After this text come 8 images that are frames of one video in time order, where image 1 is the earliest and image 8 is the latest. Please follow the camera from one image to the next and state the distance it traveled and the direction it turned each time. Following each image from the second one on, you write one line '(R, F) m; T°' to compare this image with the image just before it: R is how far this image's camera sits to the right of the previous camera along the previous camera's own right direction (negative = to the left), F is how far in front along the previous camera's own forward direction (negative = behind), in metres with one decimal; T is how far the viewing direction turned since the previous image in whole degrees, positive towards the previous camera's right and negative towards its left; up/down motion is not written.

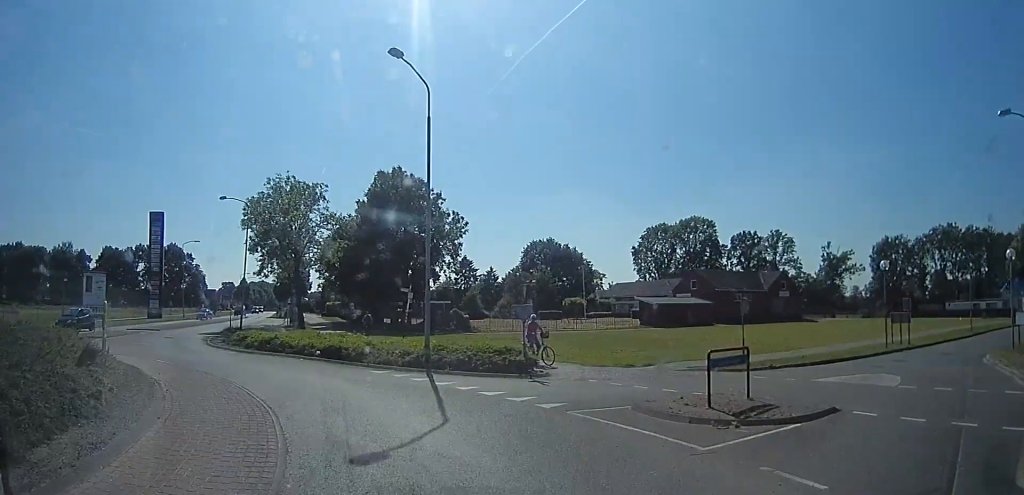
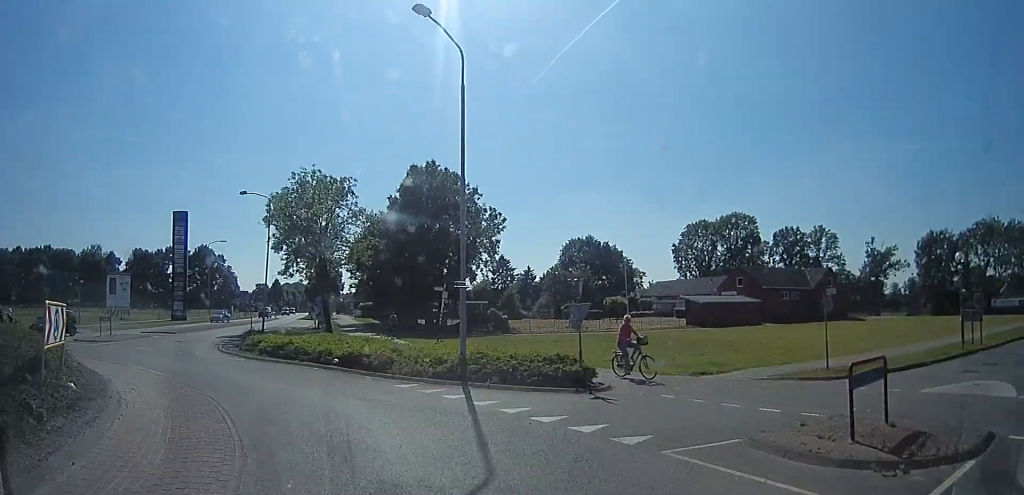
(-0.5, +2.9) m; -9°
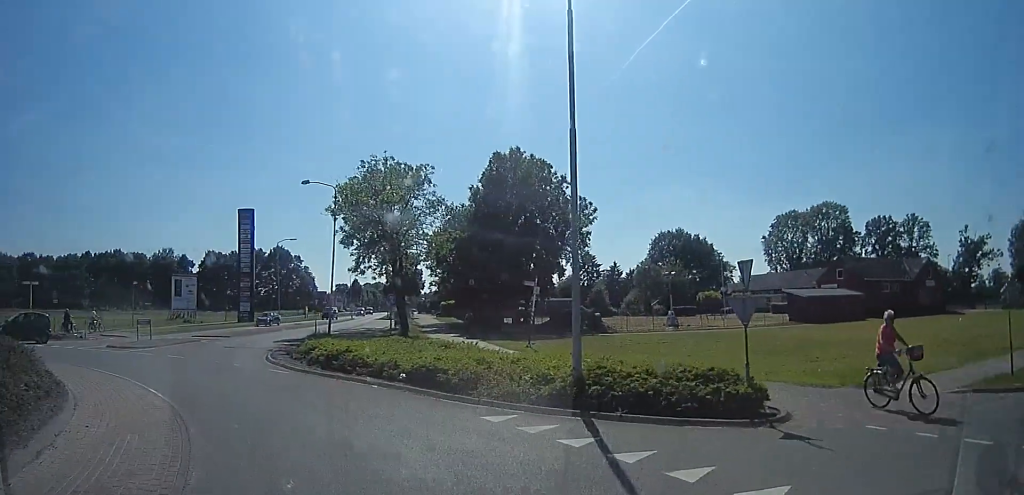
(-0.6, +4.3) m; -14°
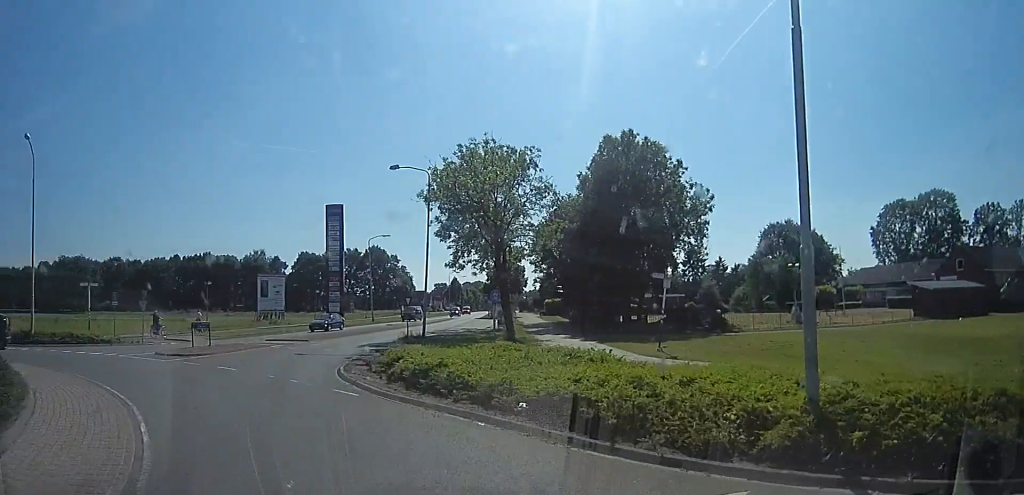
(-0.2, +4.3) m; -12°
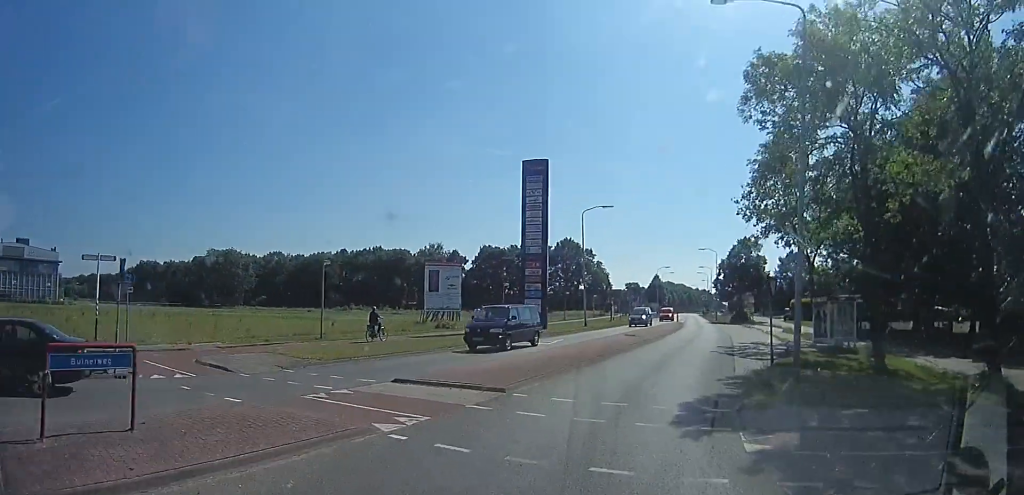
(-4.3, +16.6) m; -13°
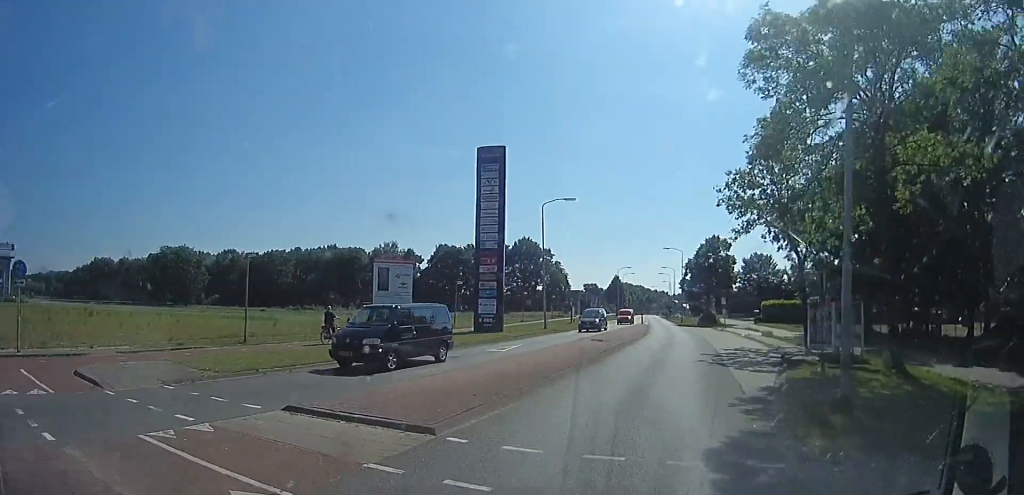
(+0.2, +3.4) m; +4°
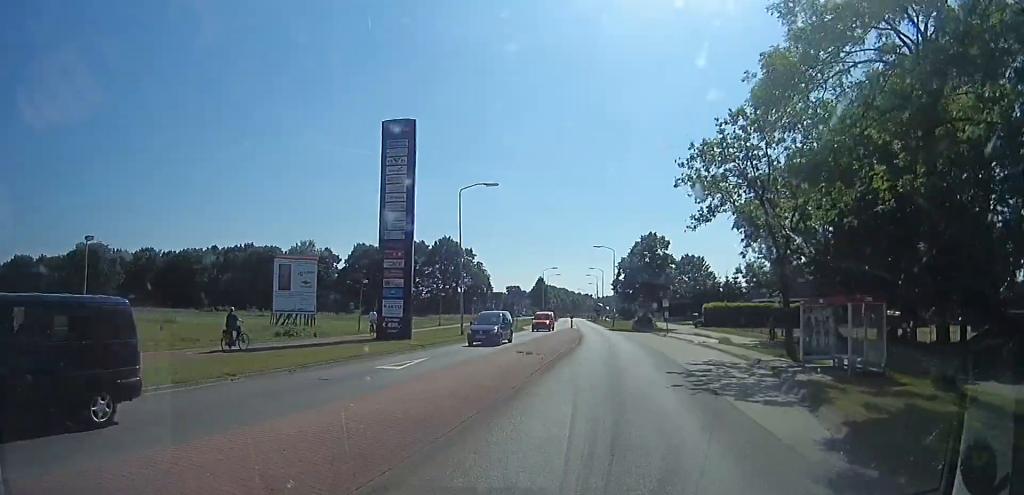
(+0.3, +5.4) m; +6°
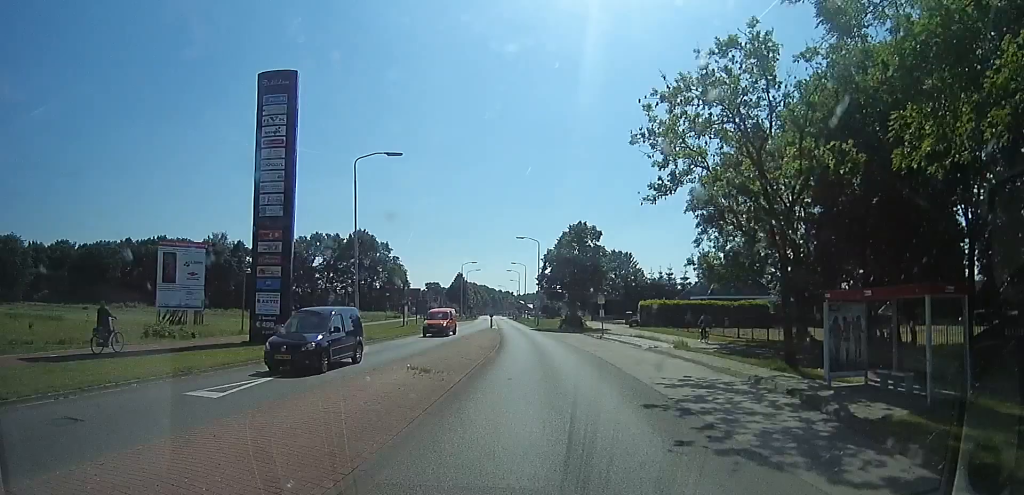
(+0.4, +6.0) m; +4°
